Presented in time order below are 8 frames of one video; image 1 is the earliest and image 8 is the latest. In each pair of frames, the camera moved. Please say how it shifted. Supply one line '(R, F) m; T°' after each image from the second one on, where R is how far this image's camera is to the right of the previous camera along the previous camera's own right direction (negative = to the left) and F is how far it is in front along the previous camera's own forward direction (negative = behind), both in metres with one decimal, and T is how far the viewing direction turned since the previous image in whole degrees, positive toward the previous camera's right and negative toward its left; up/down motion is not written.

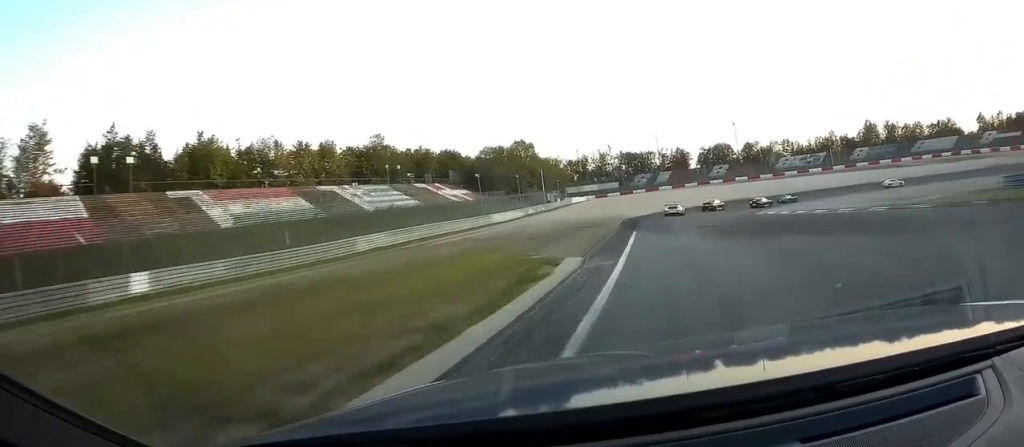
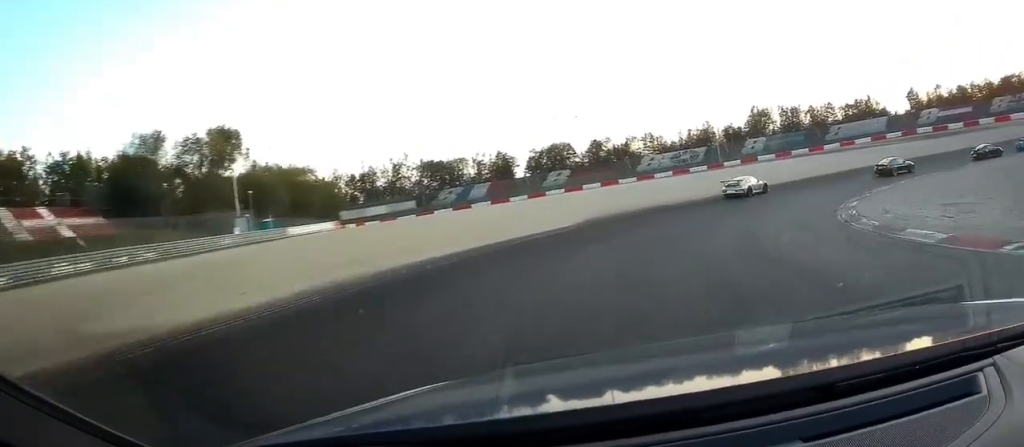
(+8.4, +50.9) m; +24°
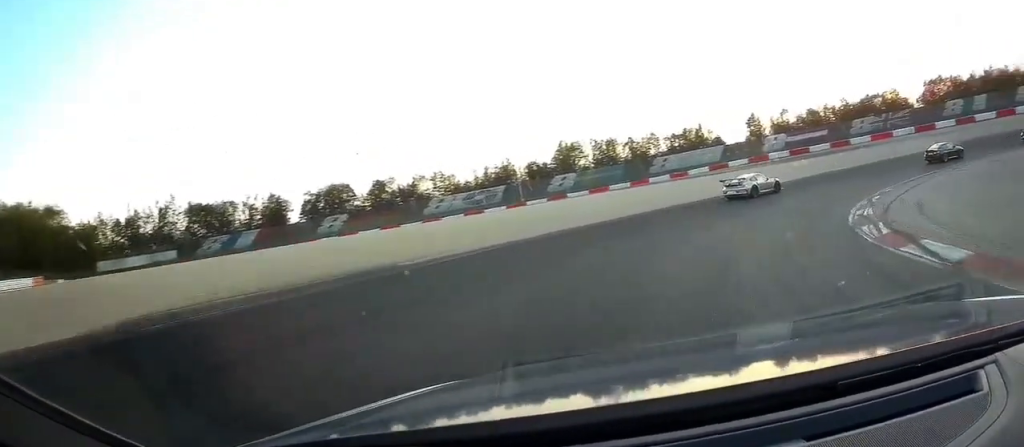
(+1.5, +19.3) m; +22°
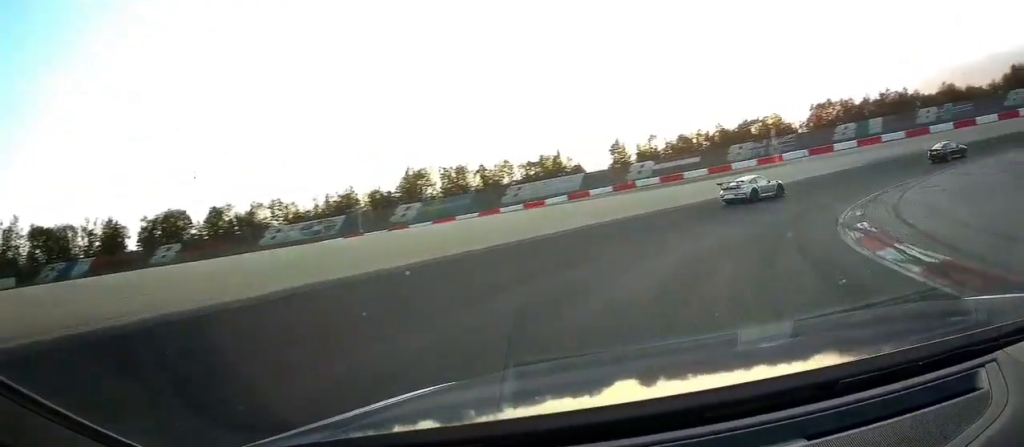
(-1.2, +9.7) m; +15°
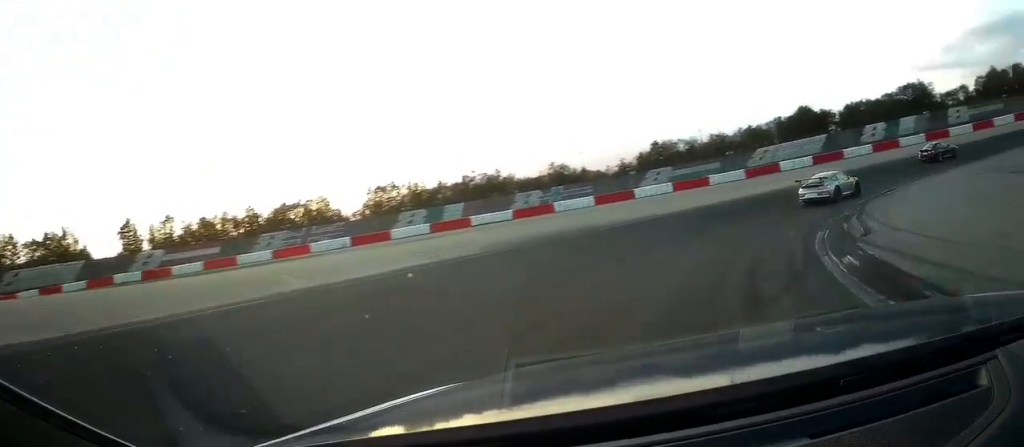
(+13.6, +25.5) m; +42°
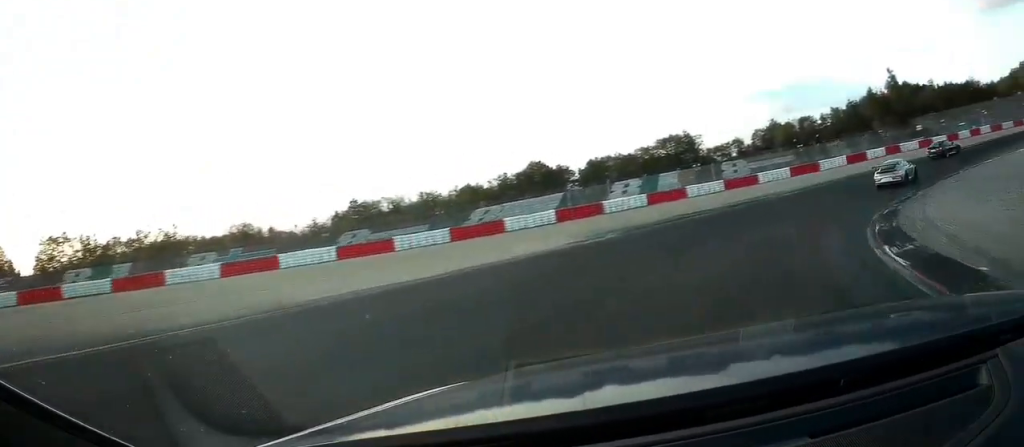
(+4.3, +17.8) m; +31°
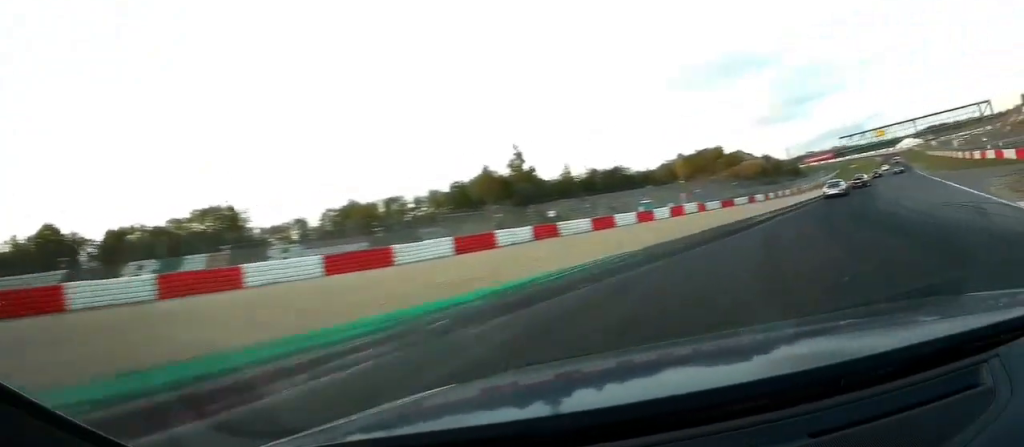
(+11.4, +28.4) m; +43°
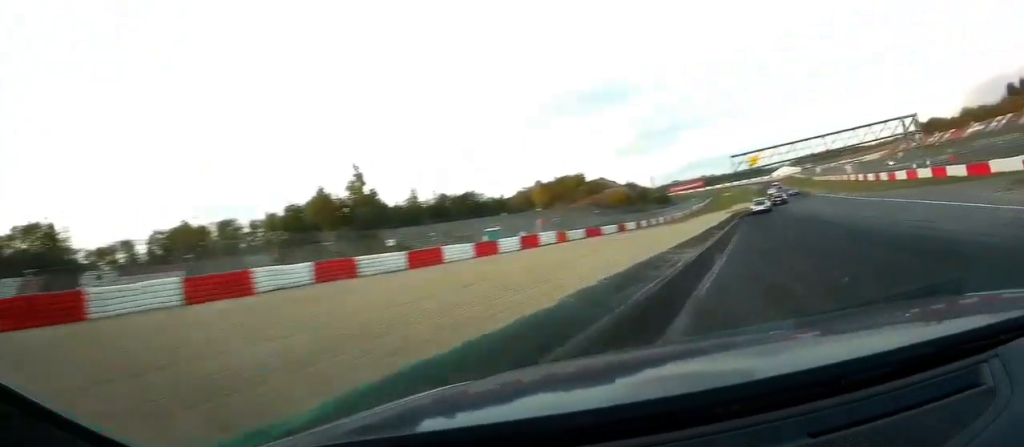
(+2.7, +12.5) m; +10°
